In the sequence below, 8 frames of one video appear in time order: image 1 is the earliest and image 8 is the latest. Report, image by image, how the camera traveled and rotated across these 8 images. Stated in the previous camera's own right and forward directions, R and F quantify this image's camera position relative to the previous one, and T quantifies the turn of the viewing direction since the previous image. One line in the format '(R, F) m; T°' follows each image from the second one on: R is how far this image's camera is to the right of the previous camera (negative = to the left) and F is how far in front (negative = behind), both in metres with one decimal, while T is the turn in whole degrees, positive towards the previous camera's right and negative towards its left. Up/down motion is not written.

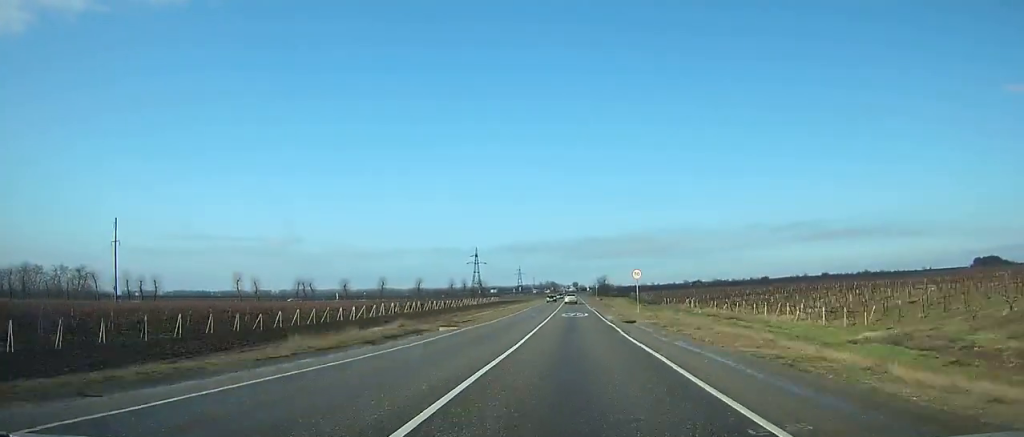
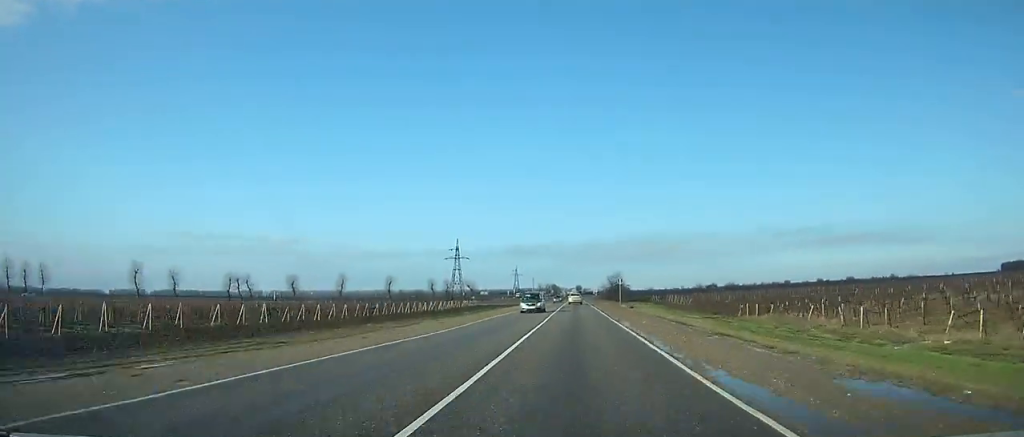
(+0.1, +56.5) m; 0°
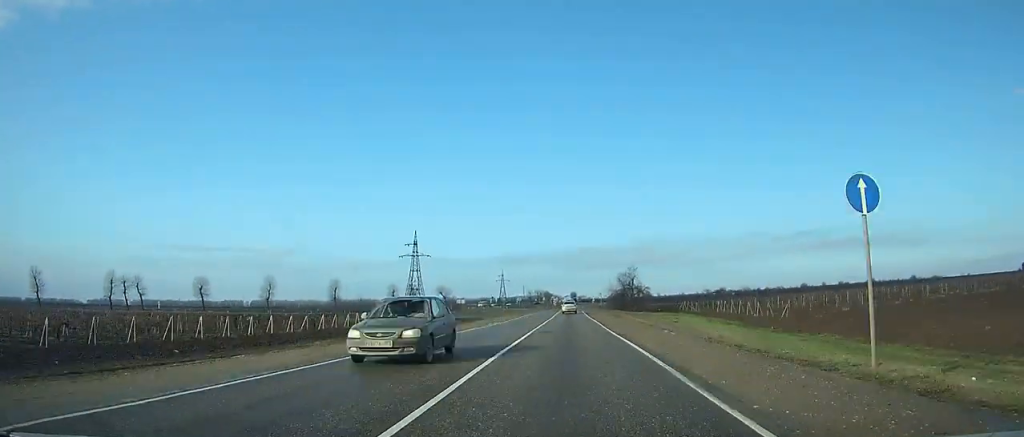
(0.0, +56.4) m; 0°
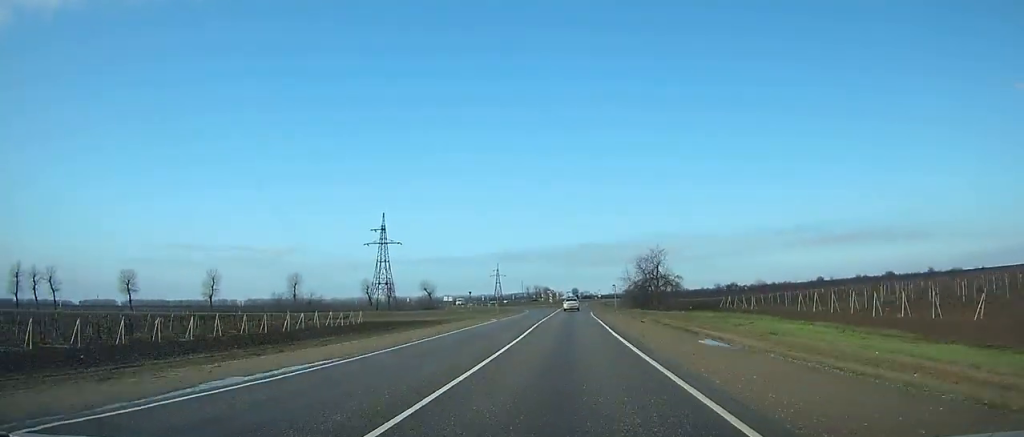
(0.0, +32.8) m; 0°
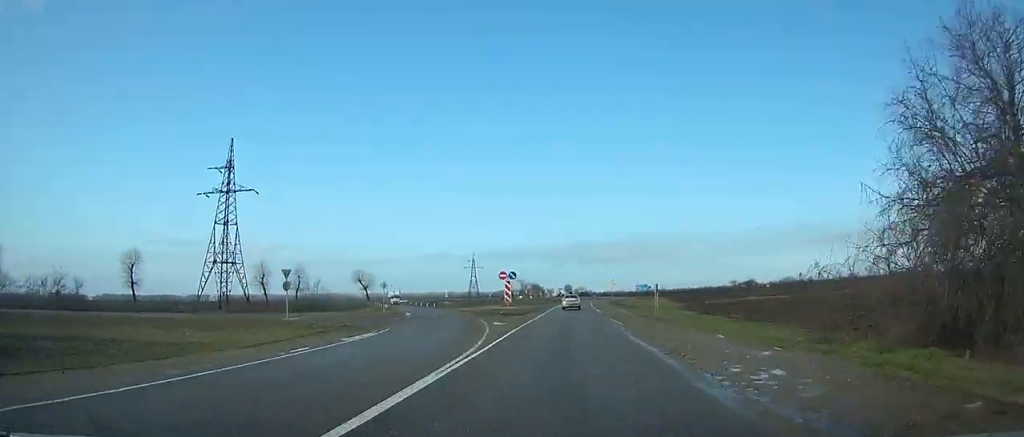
(+0.1, +70.6) m; 0°
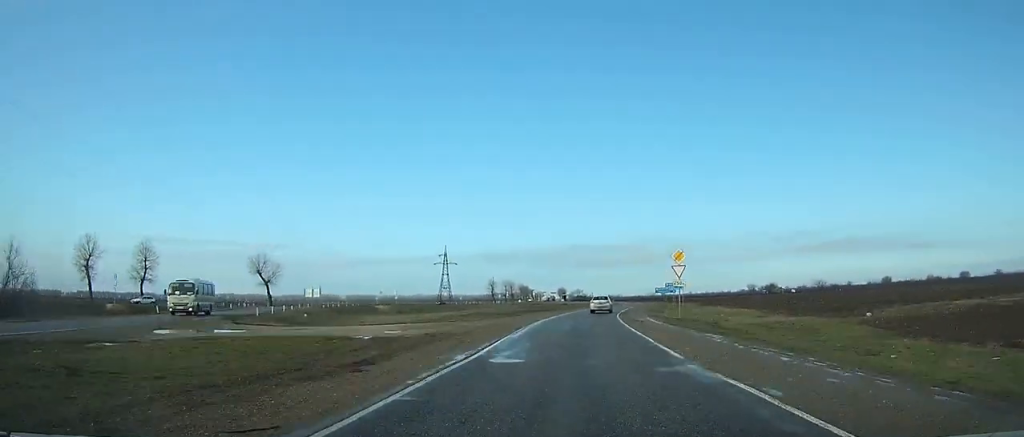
(+0.1, +56.5) m; +3°
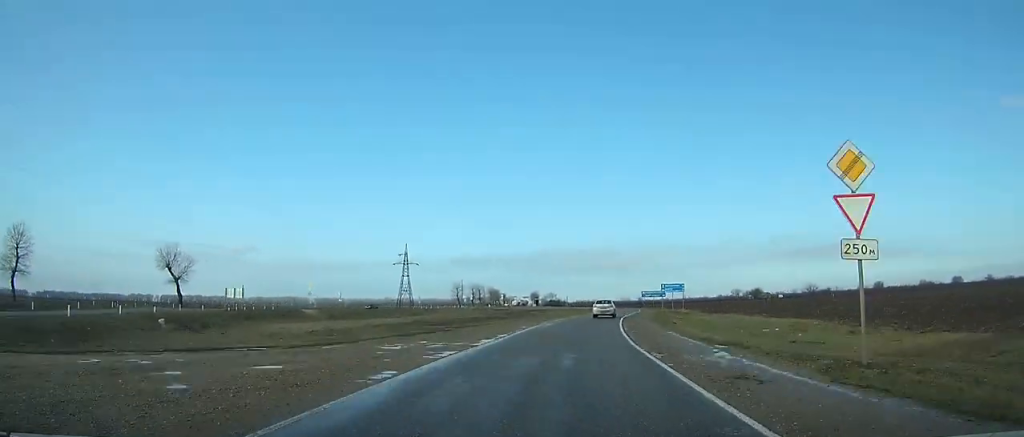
(+1.0, +22.2) m; +2°
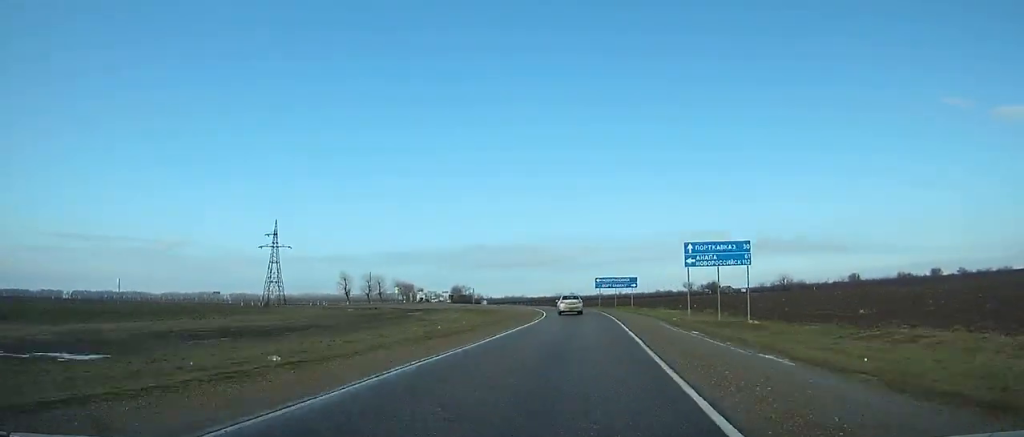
(+2.6, +55.6) m; +2°
